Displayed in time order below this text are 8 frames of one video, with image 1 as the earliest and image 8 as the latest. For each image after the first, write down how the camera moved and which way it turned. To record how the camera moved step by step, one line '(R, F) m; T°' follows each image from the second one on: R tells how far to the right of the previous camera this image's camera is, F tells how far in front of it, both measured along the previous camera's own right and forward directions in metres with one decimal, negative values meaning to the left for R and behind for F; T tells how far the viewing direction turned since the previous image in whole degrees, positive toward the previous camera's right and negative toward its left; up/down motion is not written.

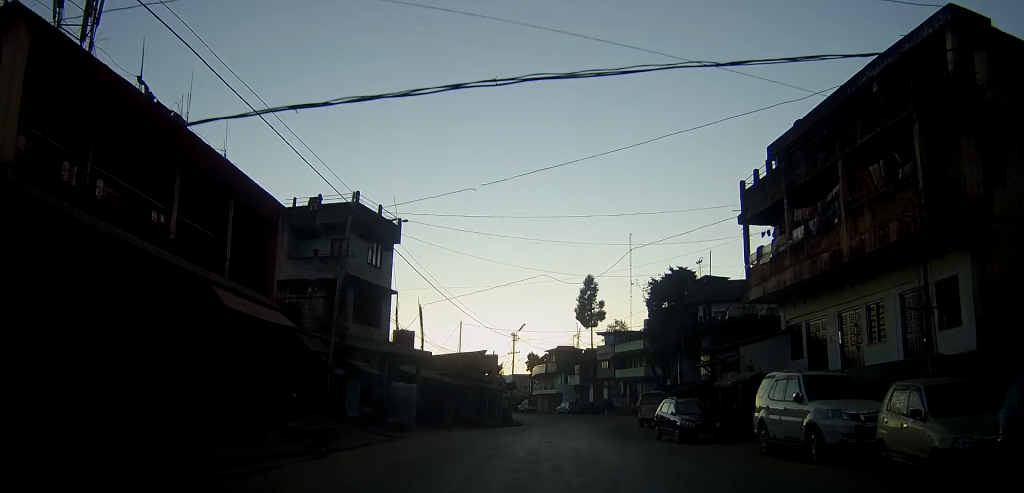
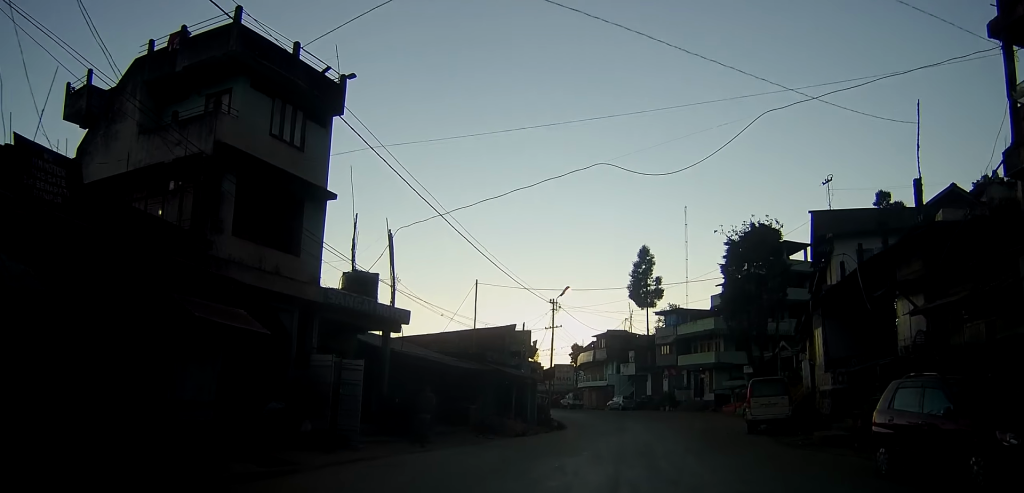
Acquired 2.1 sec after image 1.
(-0.5, +16.7) m; -3°
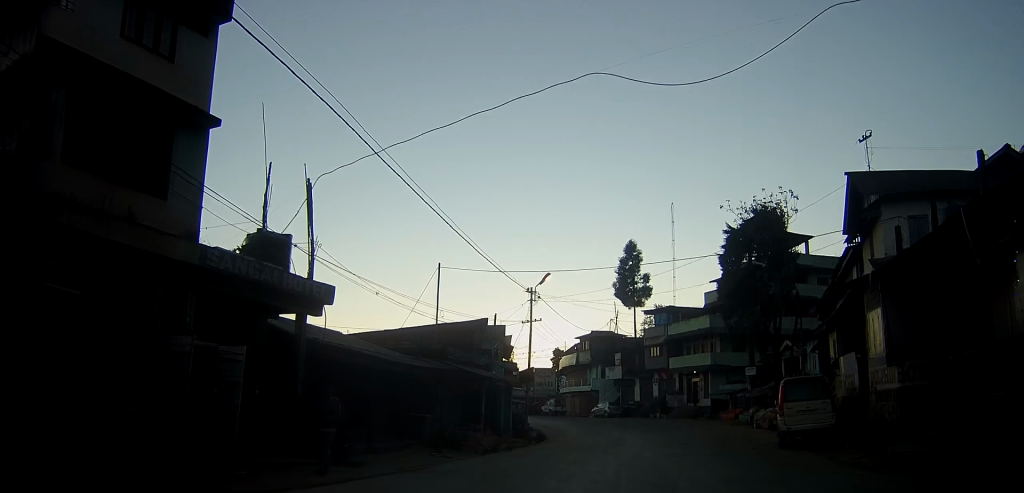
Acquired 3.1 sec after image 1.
(0.0, +5.8) m; +1°
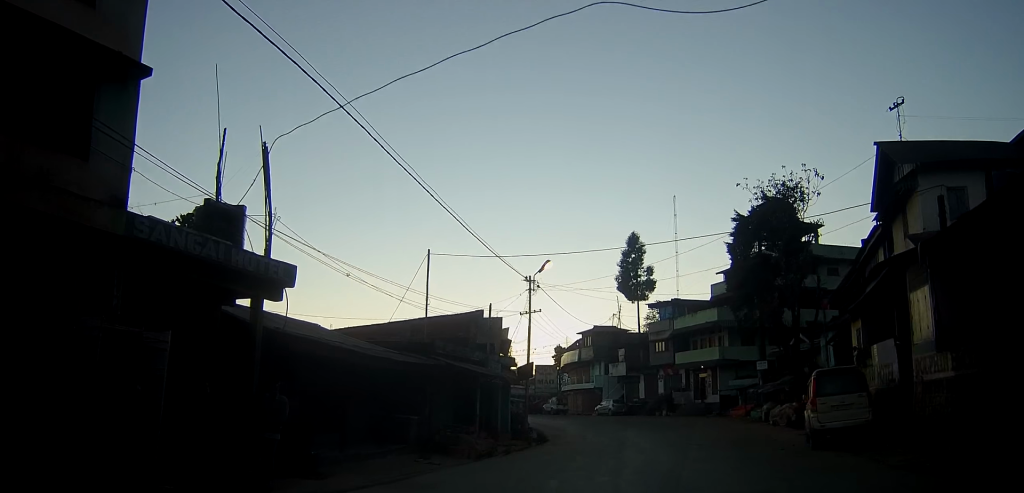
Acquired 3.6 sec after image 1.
(0.0, +2.4) m; 0°
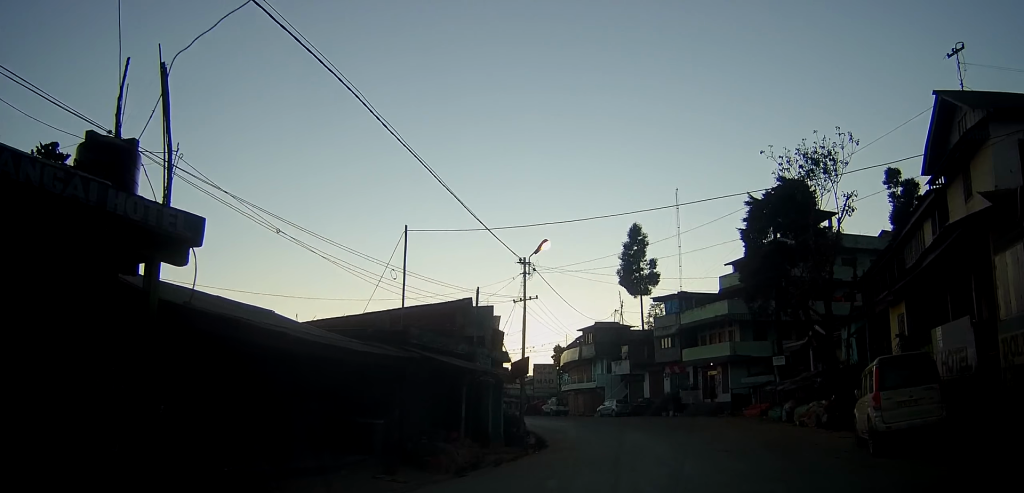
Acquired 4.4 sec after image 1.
(0.0, +3.9) m; +1°
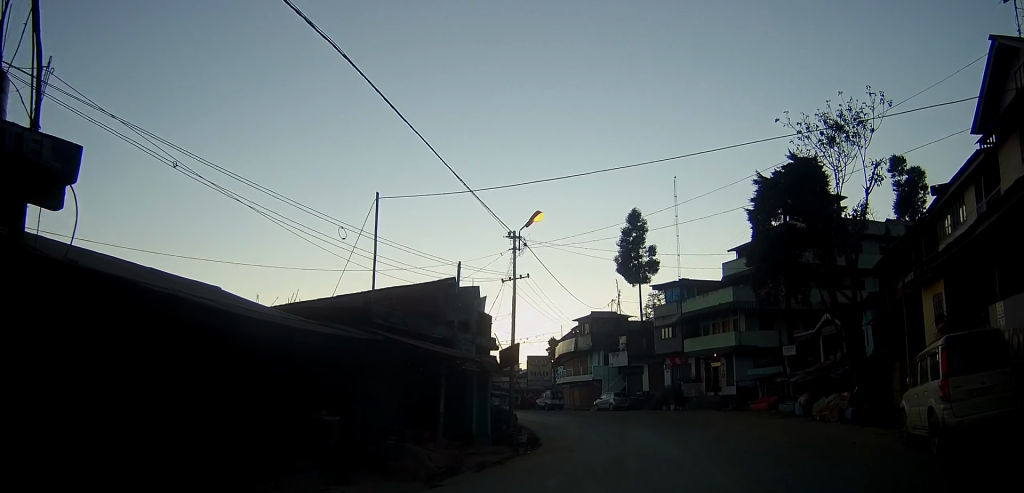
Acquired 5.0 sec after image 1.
(+0.1, +3.2) m; +3°
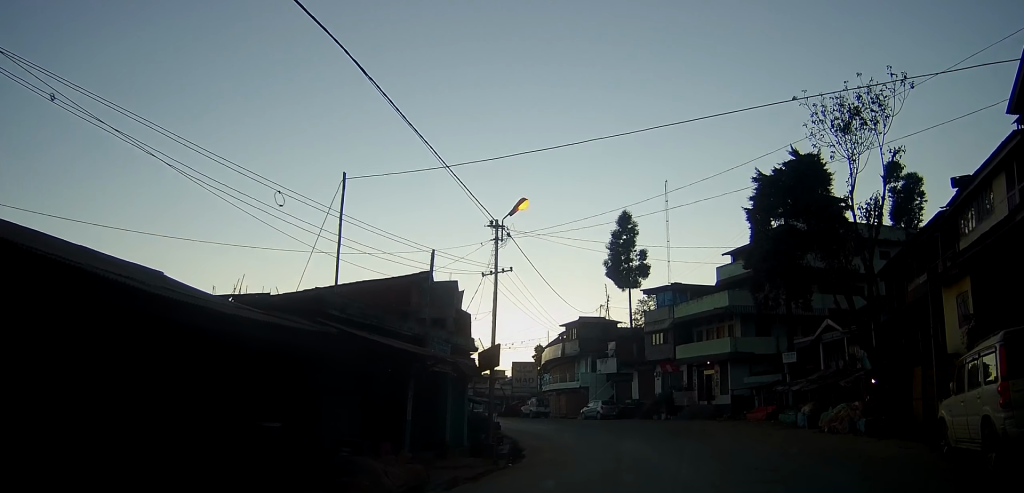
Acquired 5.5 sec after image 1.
(0.0, +2.3) m; +2°
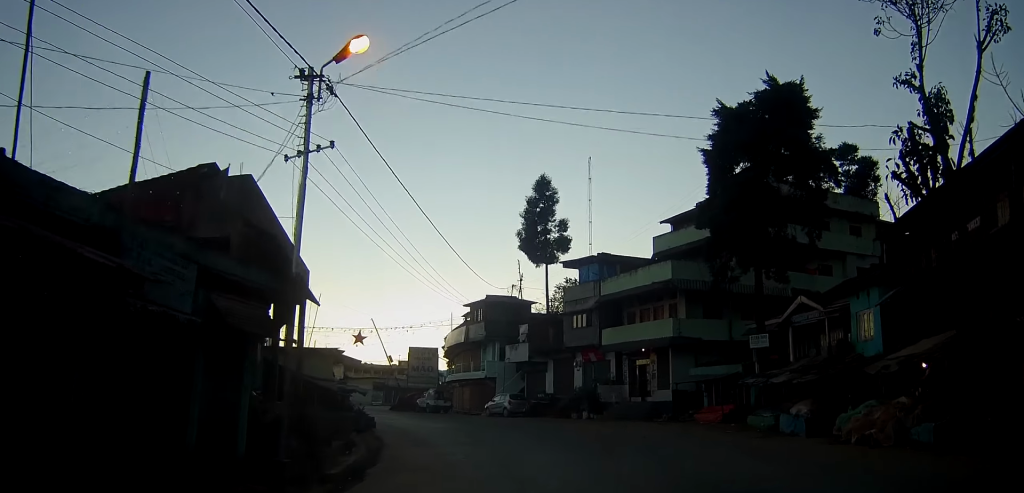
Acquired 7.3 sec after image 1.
(+0.4, +8.2) m; +3°
